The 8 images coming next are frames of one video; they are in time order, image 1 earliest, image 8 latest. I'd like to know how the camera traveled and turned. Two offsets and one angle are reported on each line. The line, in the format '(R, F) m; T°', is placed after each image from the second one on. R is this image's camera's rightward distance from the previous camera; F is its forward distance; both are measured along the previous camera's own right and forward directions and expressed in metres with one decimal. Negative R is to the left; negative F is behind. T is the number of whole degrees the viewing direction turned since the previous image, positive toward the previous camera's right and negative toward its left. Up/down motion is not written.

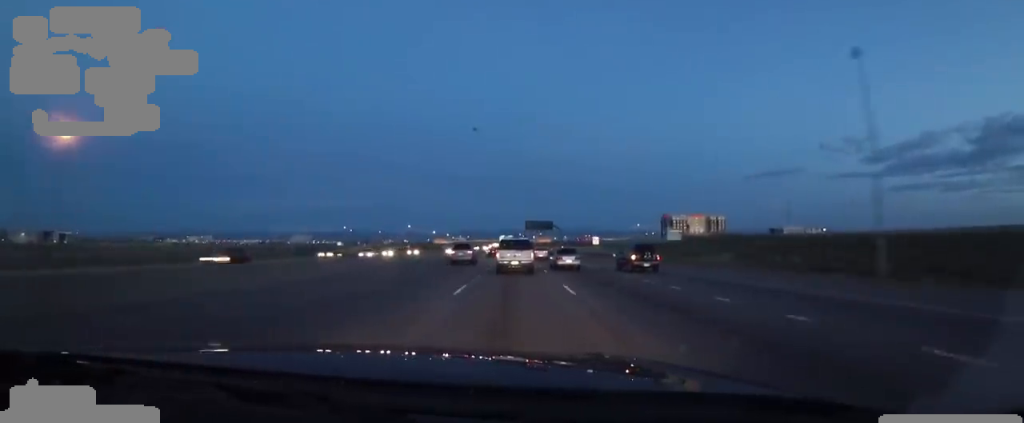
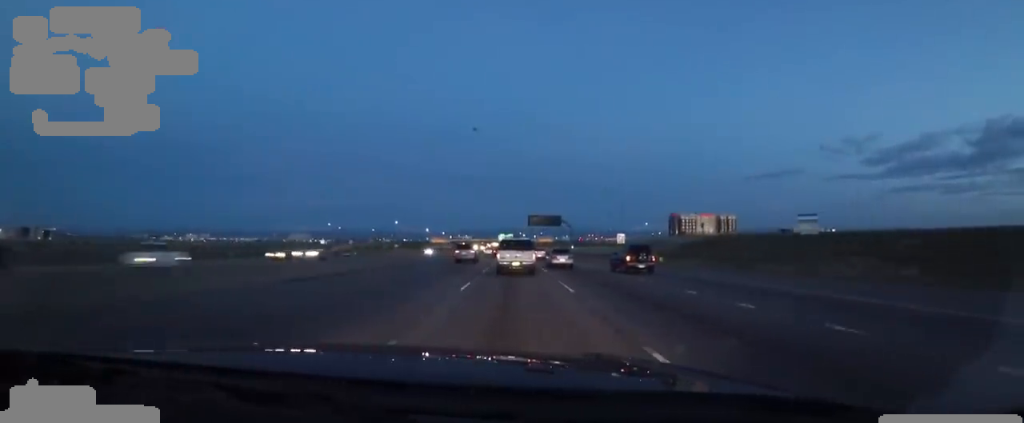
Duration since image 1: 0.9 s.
(0.0, +22.7) m; -1°
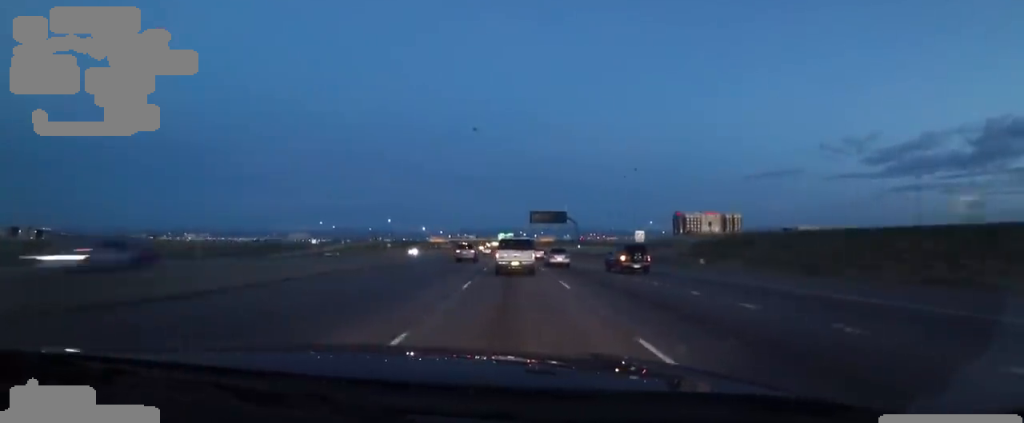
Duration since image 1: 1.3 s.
(0.0, +11.1) m; 0°
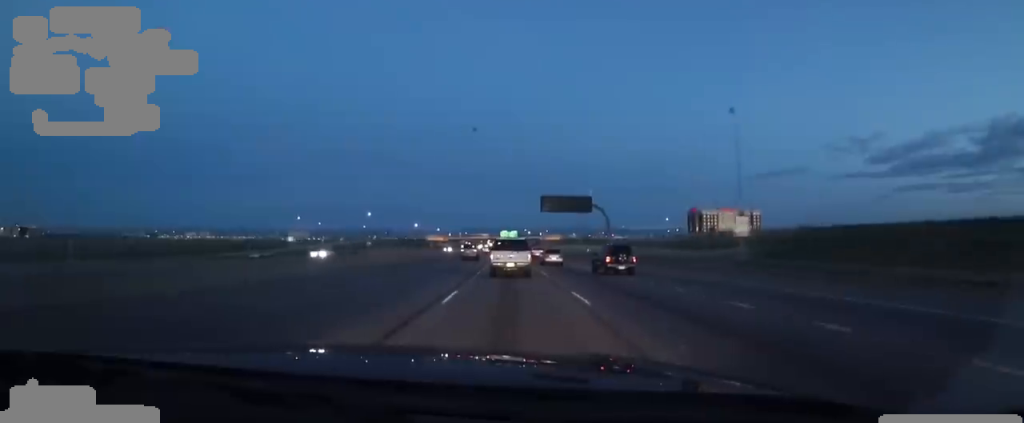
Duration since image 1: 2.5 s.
(-0.3, +29.8) m; 0°
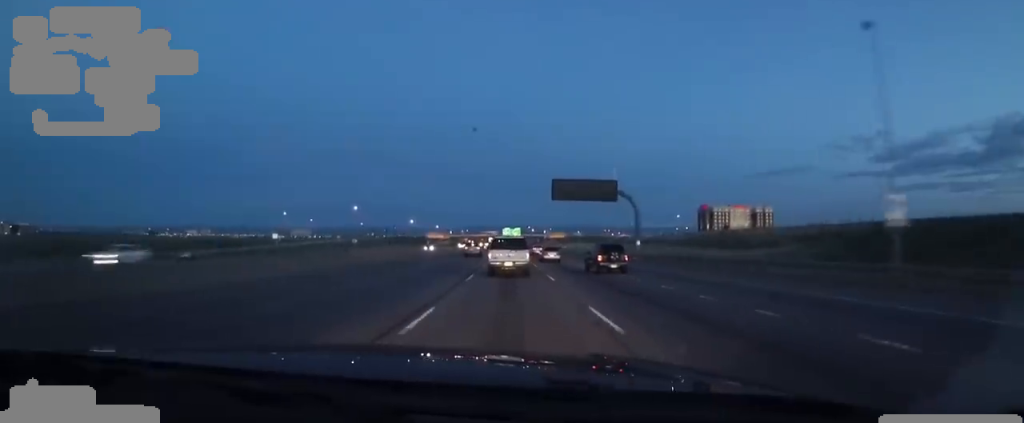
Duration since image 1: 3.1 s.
(+0.1, +16.4) m; +1°
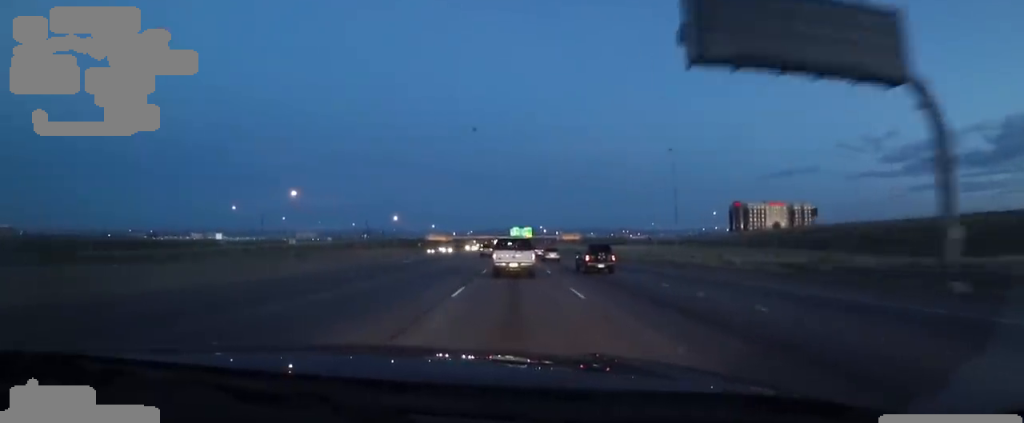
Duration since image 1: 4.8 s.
(+0.4, +42.8) m; -1°
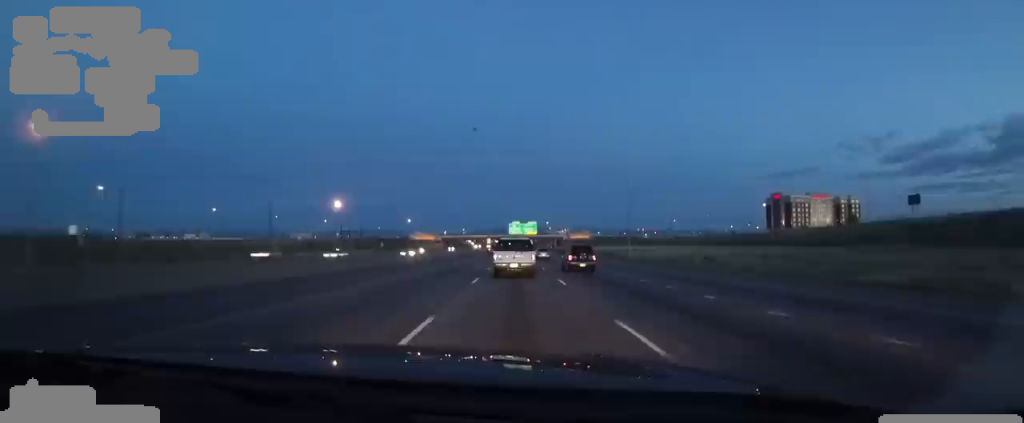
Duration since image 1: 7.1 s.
(-1.3, +54.0) m; +1°
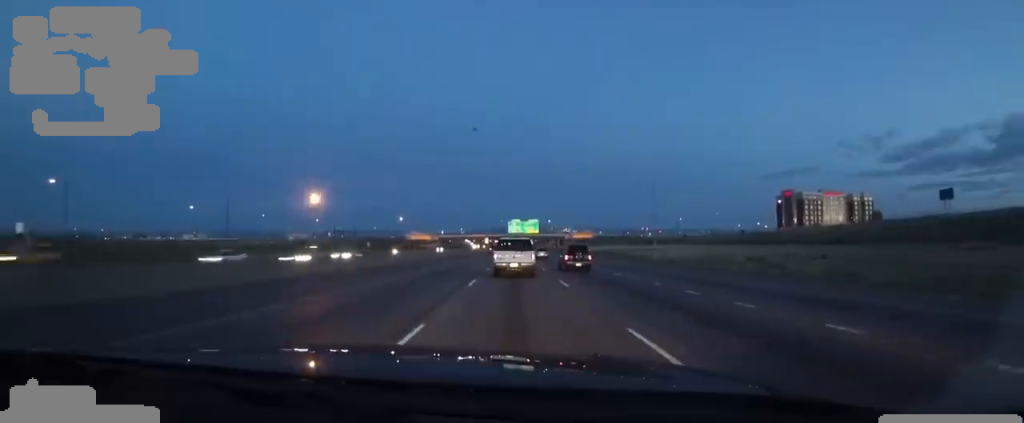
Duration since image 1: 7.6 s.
(+0.2, +13.1) m; +1°
